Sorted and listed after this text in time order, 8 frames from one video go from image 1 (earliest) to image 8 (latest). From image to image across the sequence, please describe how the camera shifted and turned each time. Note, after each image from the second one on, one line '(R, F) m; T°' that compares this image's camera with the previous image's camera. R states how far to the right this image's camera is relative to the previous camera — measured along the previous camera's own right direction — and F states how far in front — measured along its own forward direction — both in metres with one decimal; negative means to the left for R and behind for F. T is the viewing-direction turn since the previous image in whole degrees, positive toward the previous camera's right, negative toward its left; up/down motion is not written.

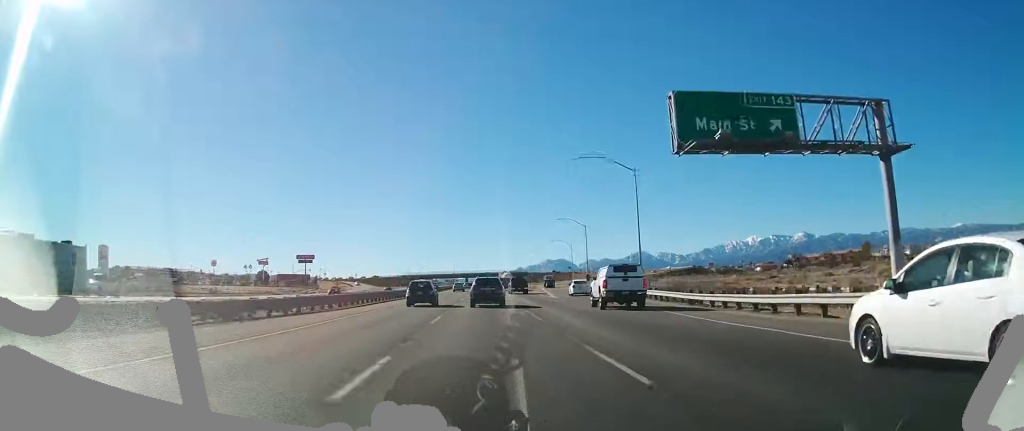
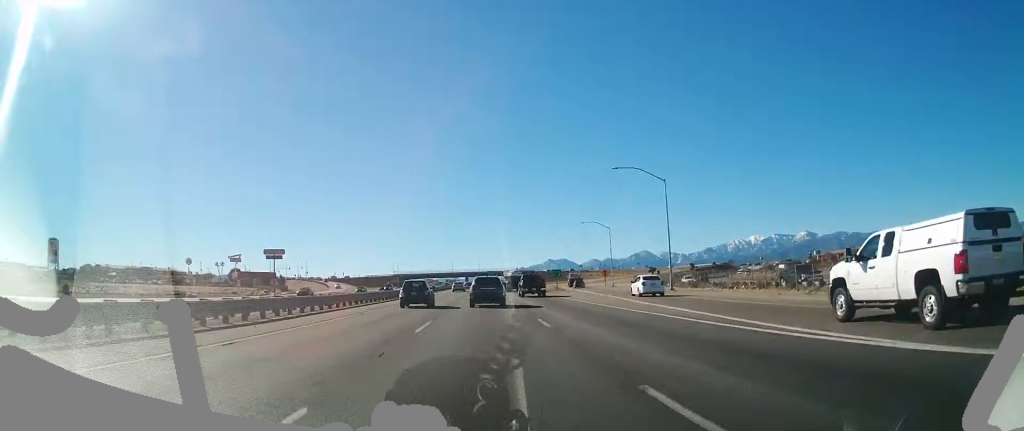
(-0.2, +48.3) m; -1°
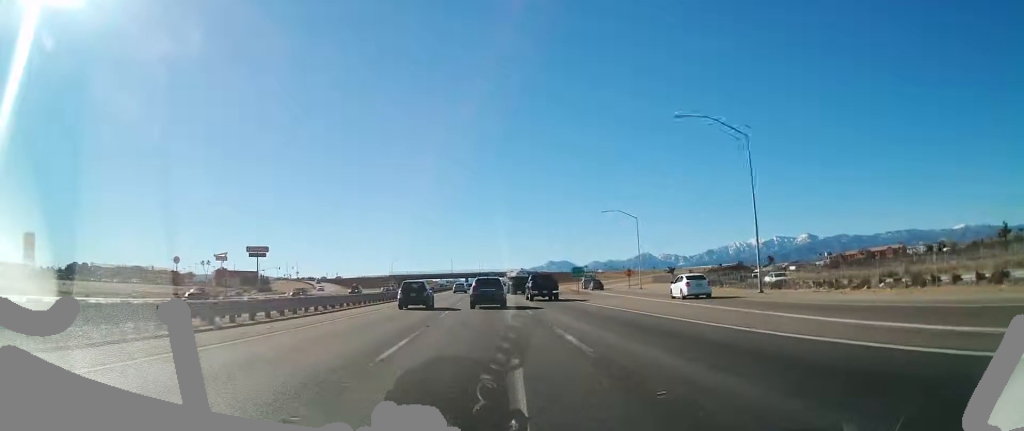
(-0.2, +20.4) m; 0°
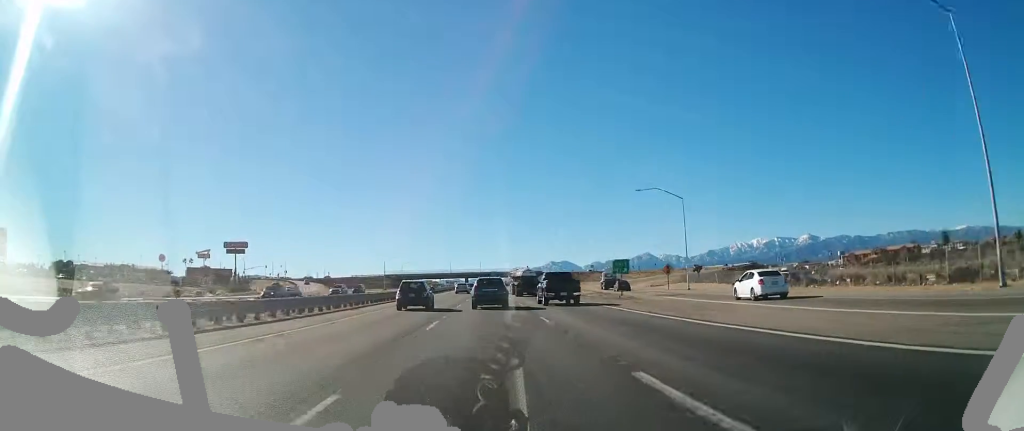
(+0.1, +22.5) m; 0°
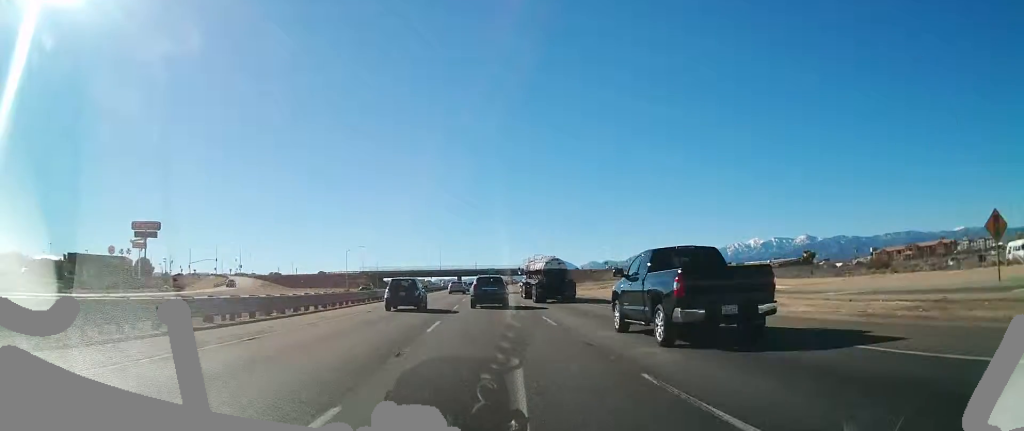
(0.0, +59.7) m; 0°
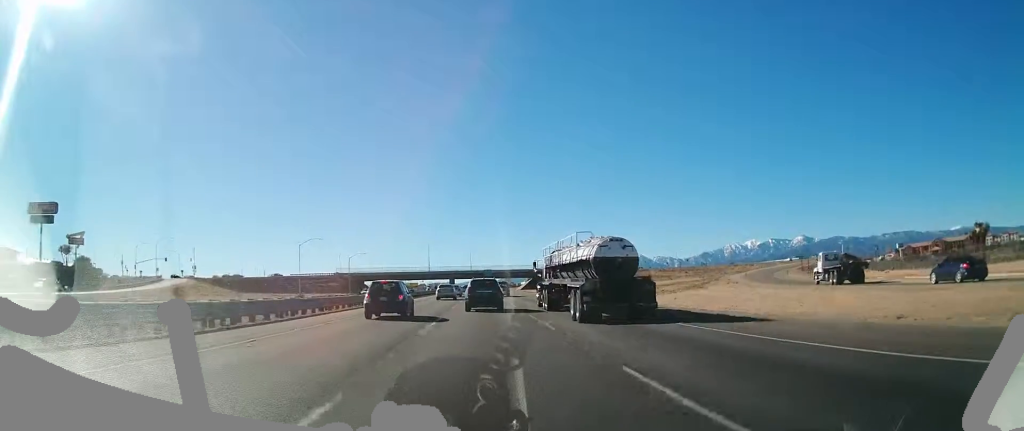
(+0.1, +43.3) m; +1°
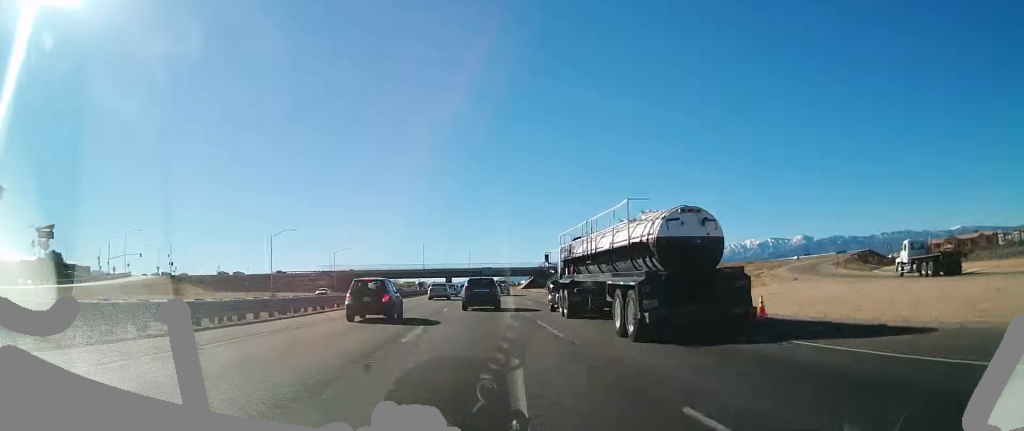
(+0.1, +17.9) m; 0°
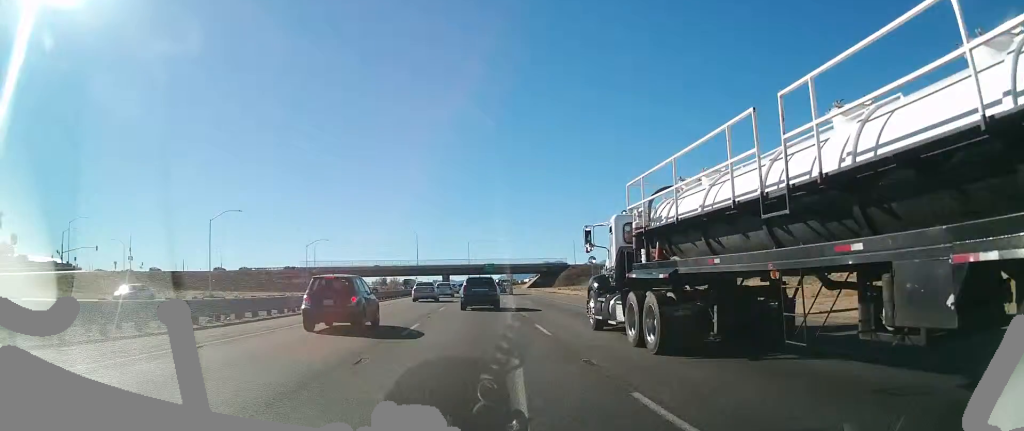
(+0.1, +28.4) m; 0°
